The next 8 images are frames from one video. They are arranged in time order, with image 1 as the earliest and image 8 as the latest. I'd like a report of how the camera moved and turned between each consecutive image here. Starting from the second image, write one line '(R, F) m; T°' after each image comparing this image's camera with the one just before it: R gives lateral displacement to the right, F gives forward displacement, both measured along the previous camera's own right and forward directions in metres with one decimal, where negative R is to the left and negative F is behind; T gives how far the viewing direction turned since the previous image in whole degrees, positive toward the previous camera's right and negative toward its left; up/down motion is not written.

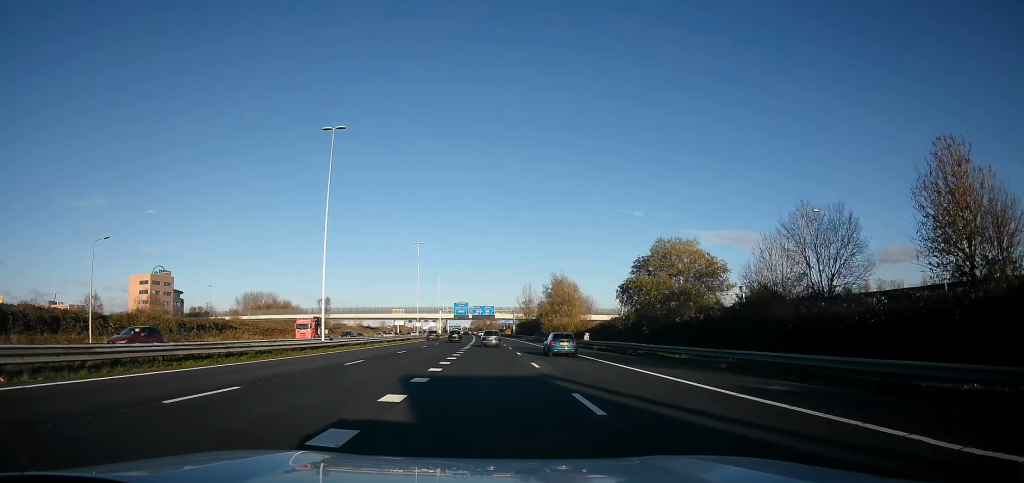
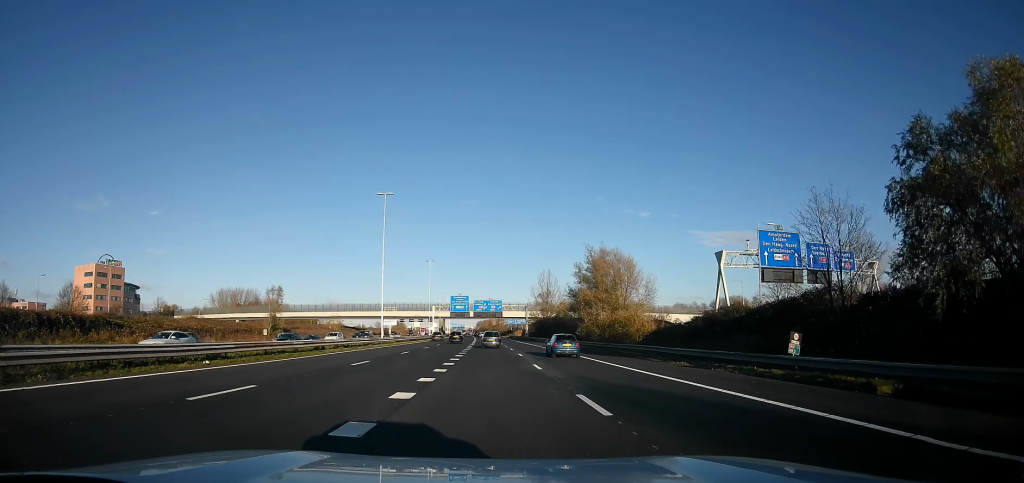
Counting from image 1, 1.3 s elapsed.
(+0.6, +35.5) m; +1°
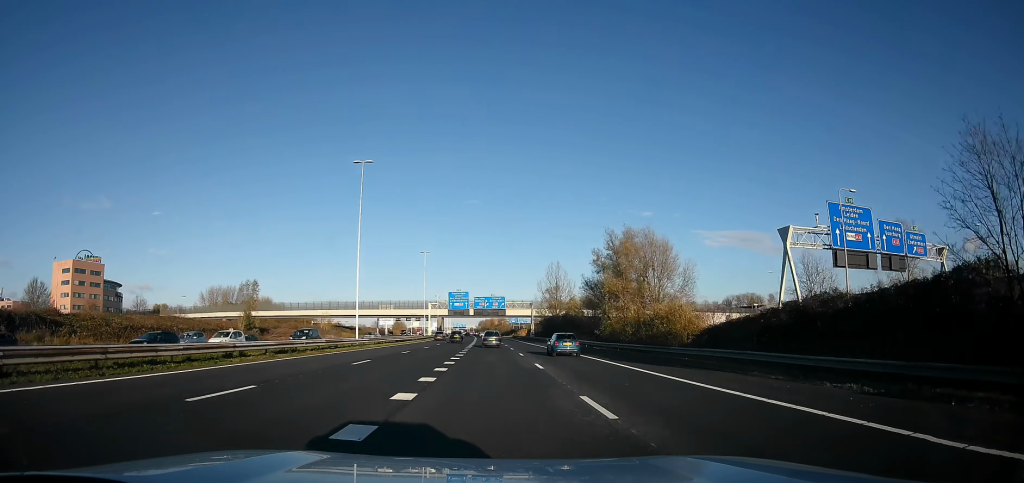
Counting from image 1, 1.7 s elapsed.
(-0.2, +12.3) m; -1°
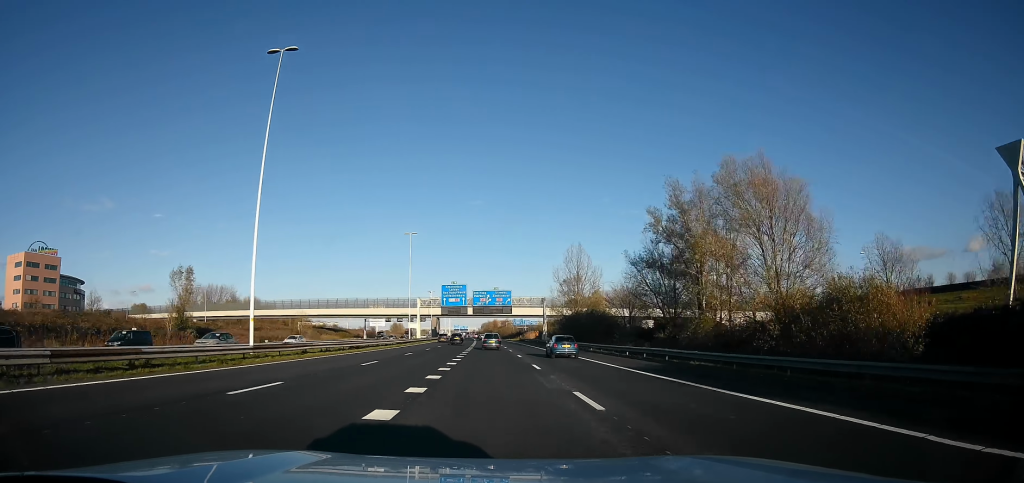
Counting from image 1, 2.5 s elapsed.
(-0.3, +22.7) m; -1°
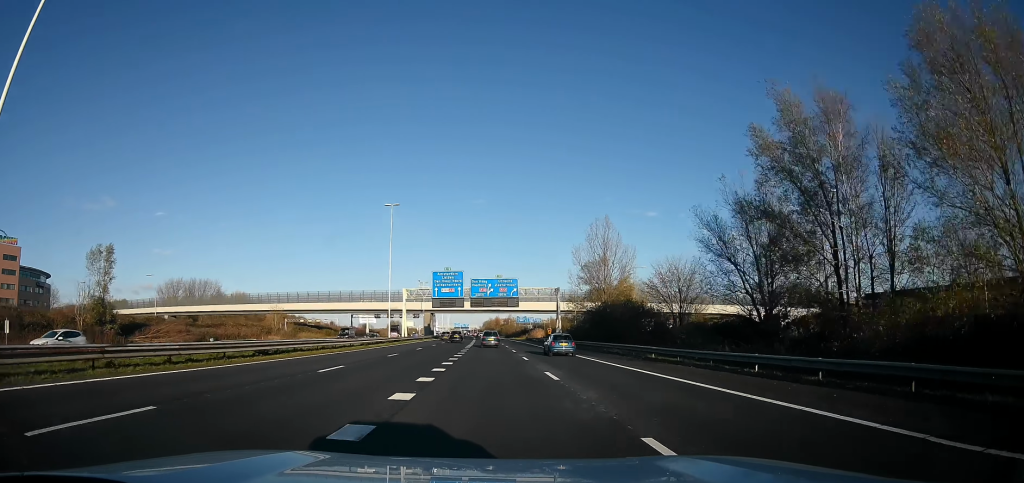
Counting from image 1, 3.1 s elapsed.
(-0.5, +17.9) m; 0°
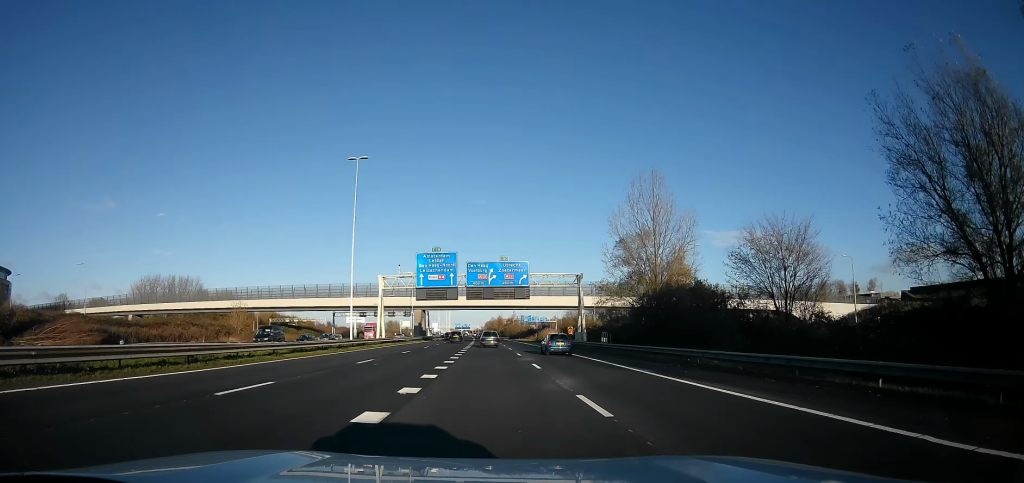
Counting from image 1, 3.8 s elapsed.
(+0.5, +18.7) m; 0°
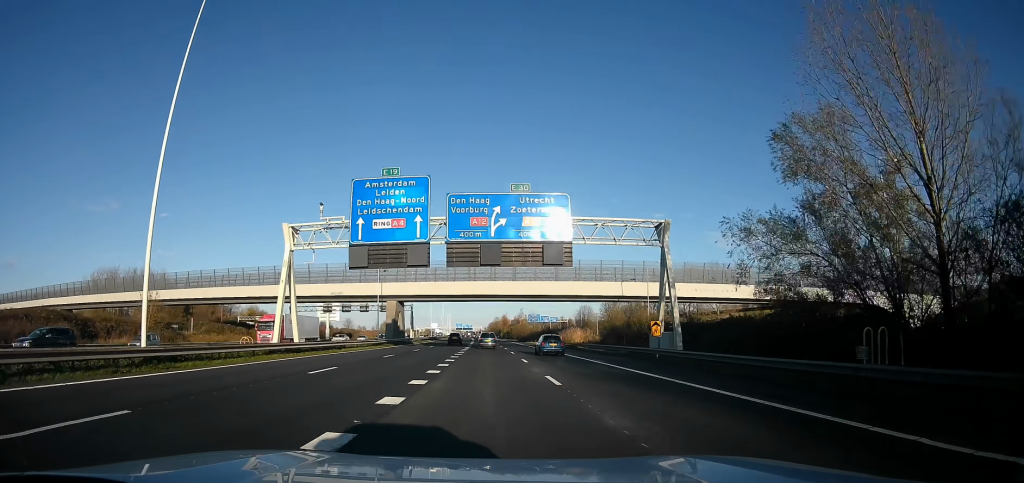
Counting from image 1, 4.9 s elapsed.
(-0.2, +30.0) m; -1°
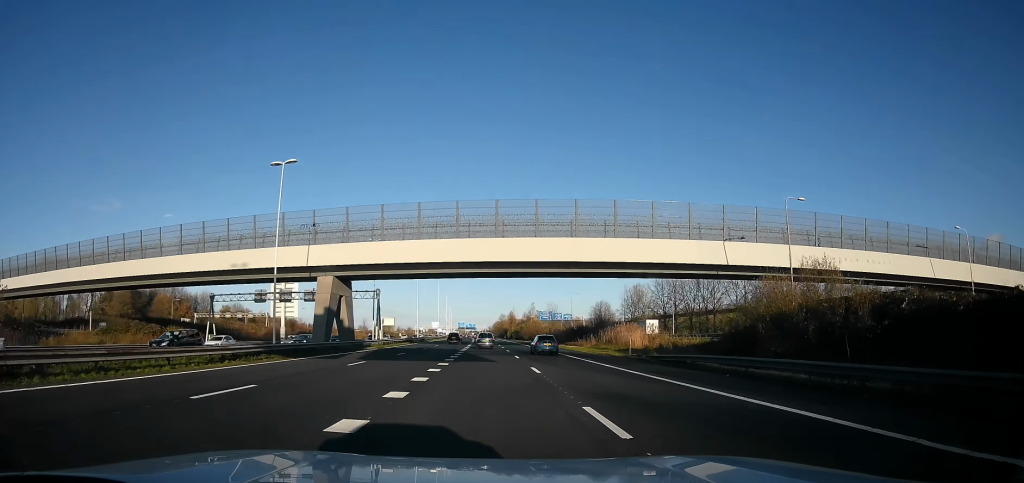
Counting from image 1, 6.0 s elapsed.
(-0.4, +31.0) m; -2°
